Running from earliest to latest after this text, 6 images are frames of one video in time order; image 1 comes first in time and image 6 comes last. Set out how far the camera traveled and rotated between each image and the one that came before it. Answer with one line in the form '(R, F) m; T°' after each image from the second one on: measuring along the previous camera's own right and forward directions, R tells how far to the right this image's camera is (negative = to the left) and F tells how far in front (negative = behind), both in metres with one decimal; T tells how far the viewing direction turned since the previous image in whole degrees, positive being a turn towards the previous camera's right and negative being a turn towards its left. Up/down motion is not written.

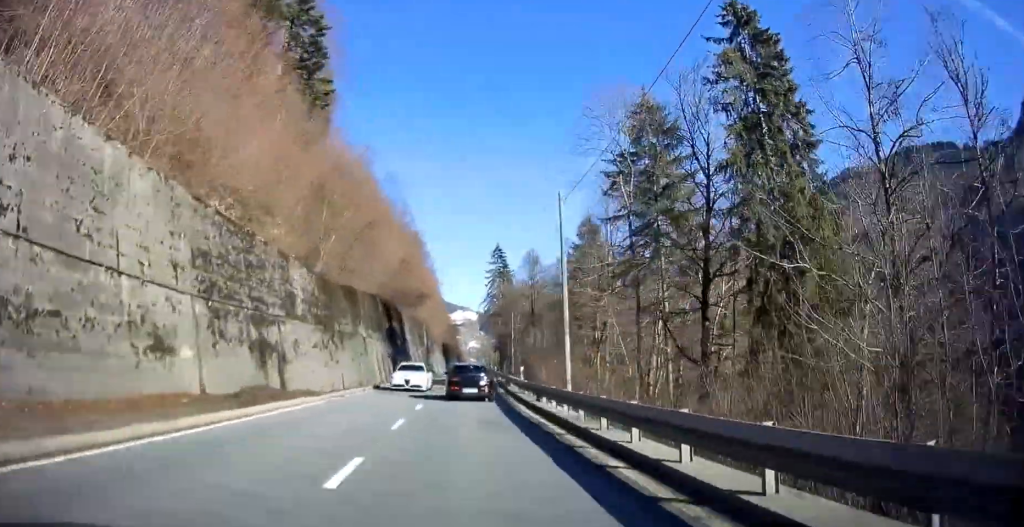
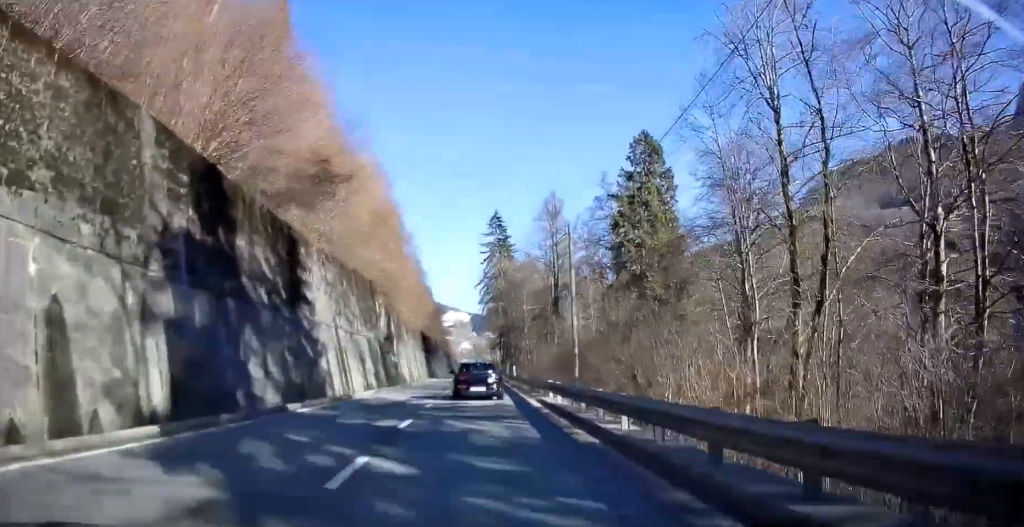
(+0.1, +36.6) m; +2°
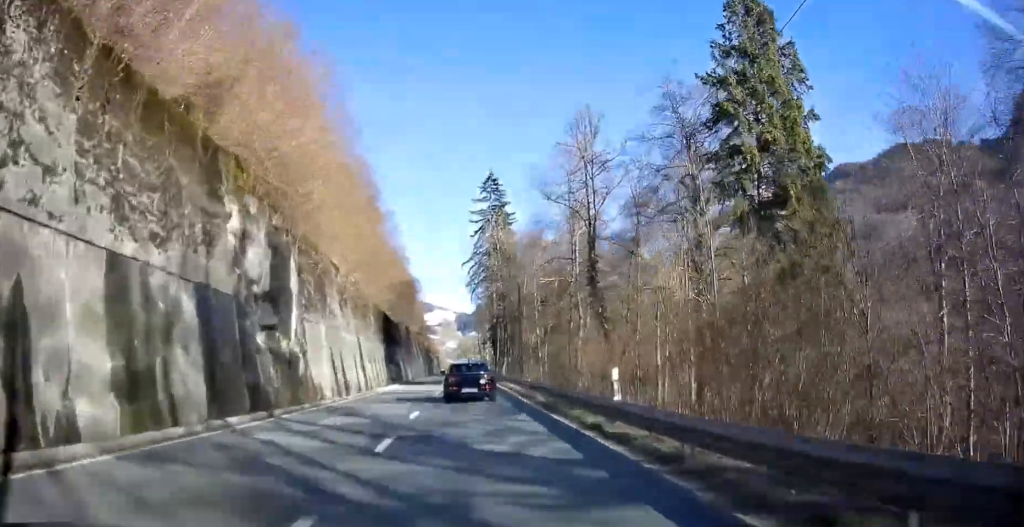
(+0.3, +26.6) m; 0°
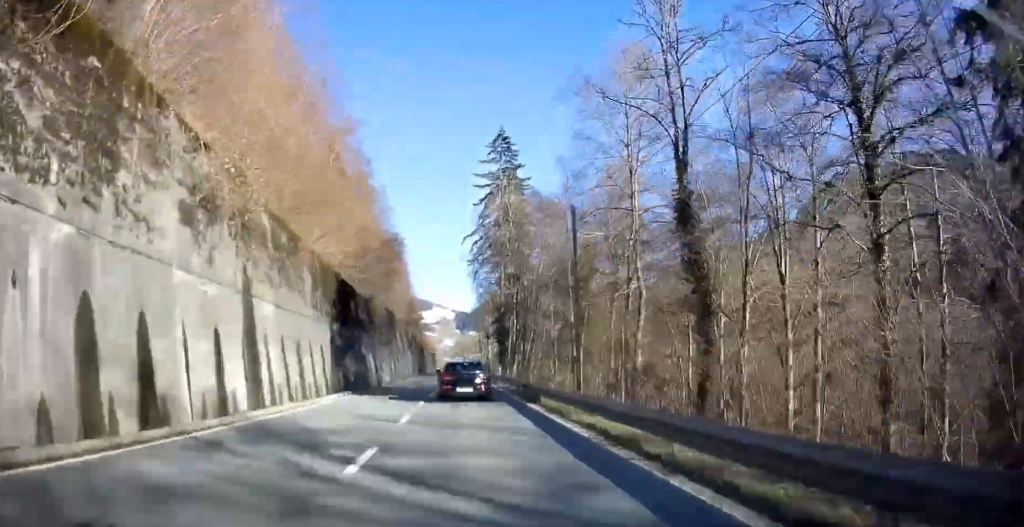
(-0.1, +19.7) m; -1°
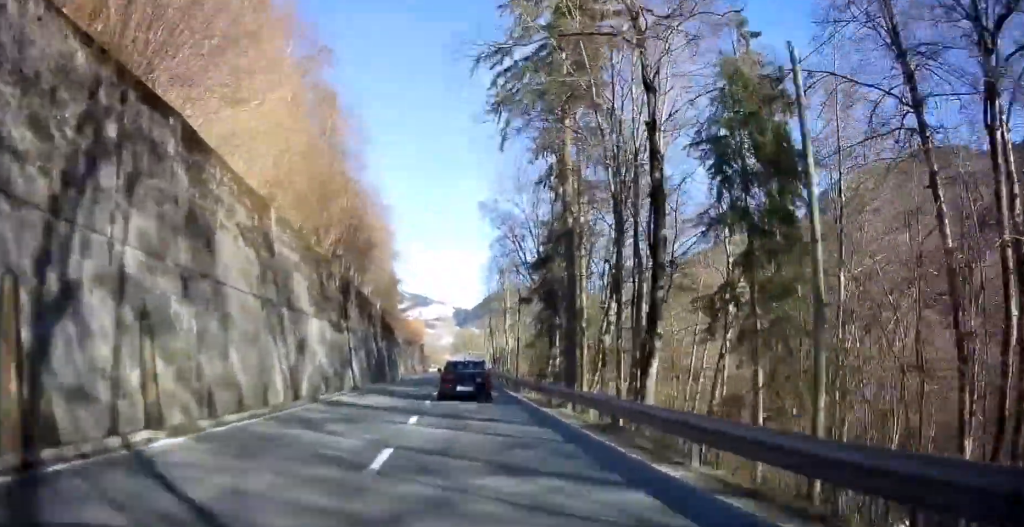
(-0.1, +48.2) m; +1°
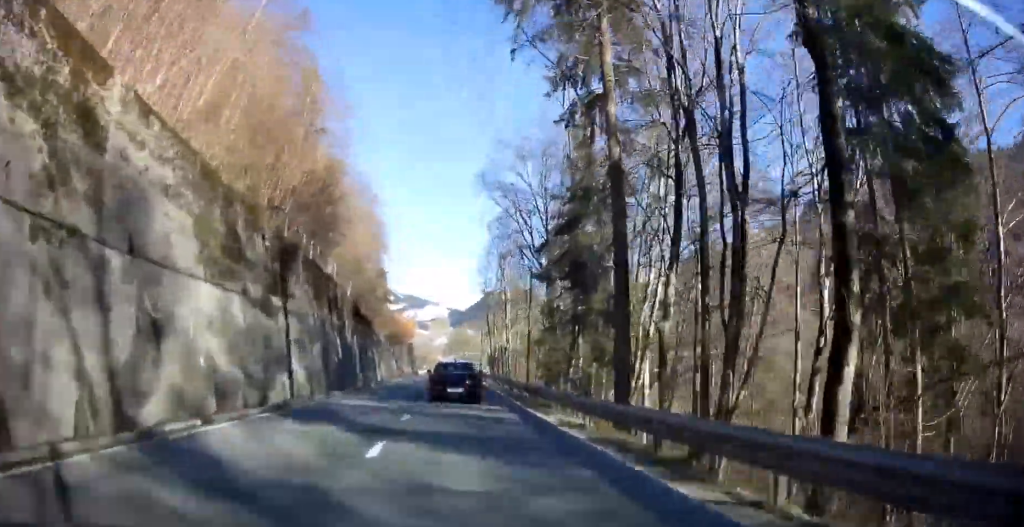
(0.0, +11.2) m; 0°
